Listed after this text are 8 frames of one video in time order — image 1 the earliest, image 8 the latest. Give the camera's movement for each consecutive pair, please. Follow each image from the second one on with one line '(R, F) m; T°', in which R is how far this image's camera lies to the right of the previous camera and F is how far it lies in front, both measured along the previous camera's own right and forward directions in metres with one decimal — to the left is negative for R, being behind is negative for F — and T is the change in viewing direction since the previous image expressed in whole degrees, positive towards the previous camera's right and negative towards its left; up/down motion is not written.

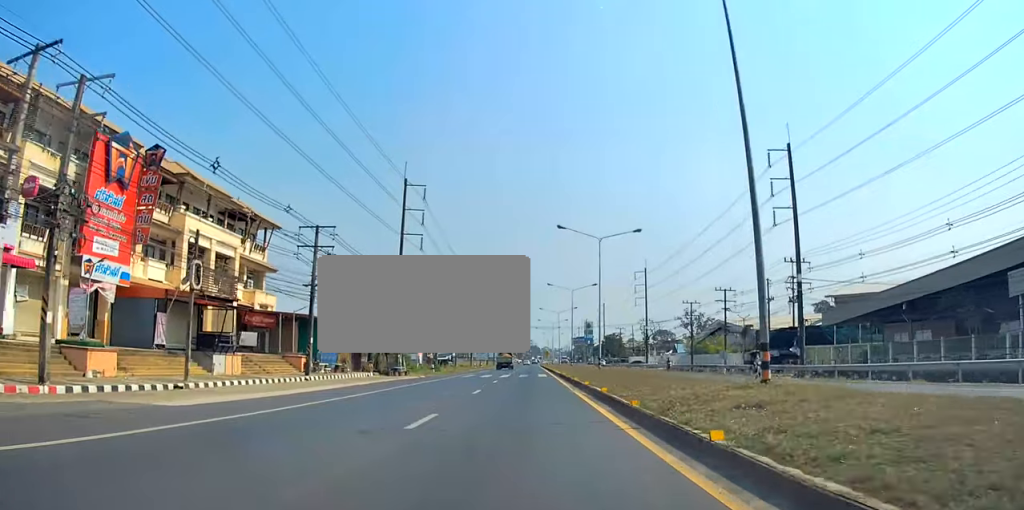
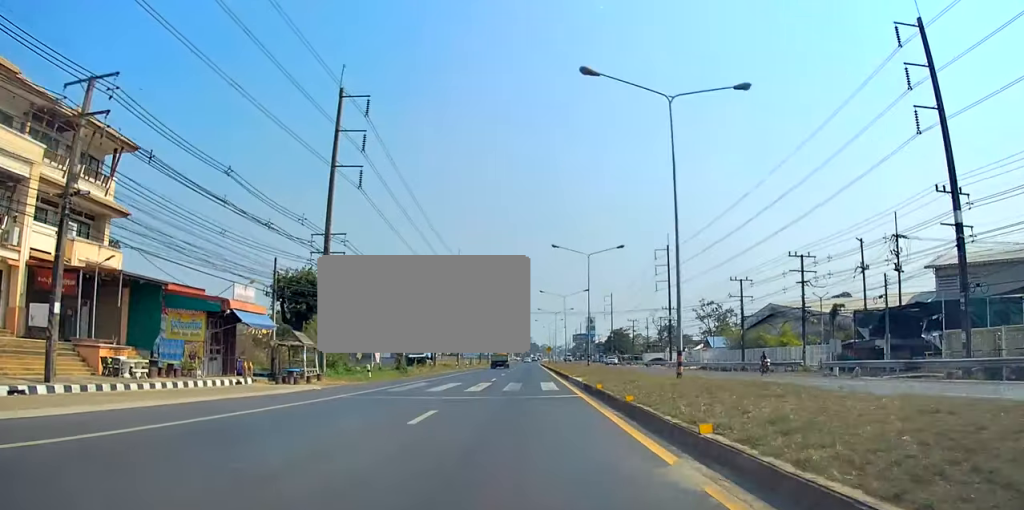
(0.0, +24.0) m; 0°
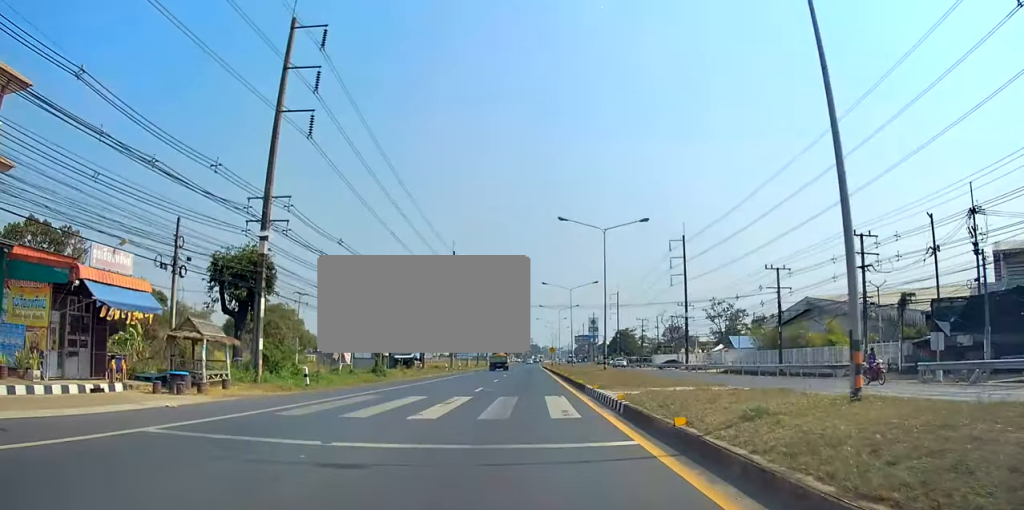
(0.0, +10.4) m; 0°
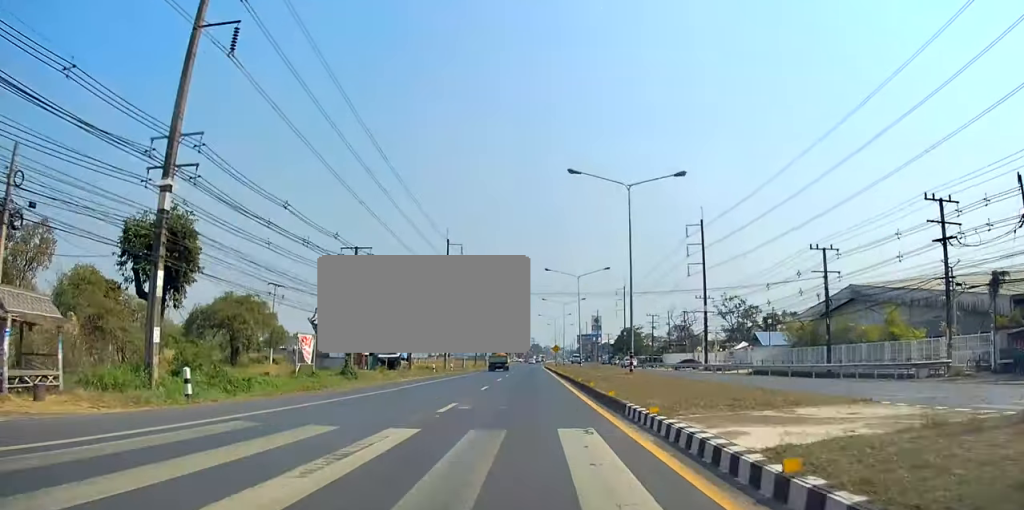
(0.0, +10.0) m; 0°
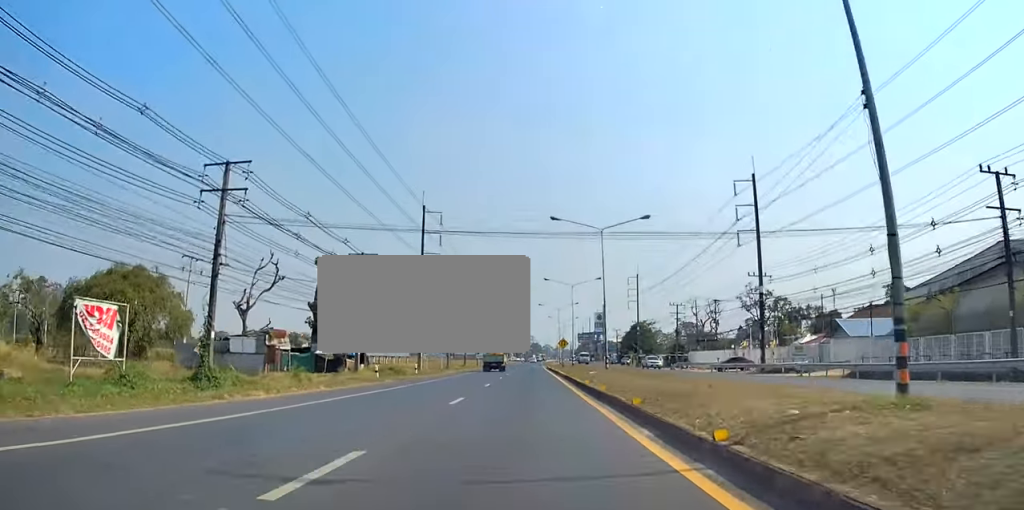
(0.0, +22.2) m; 0°
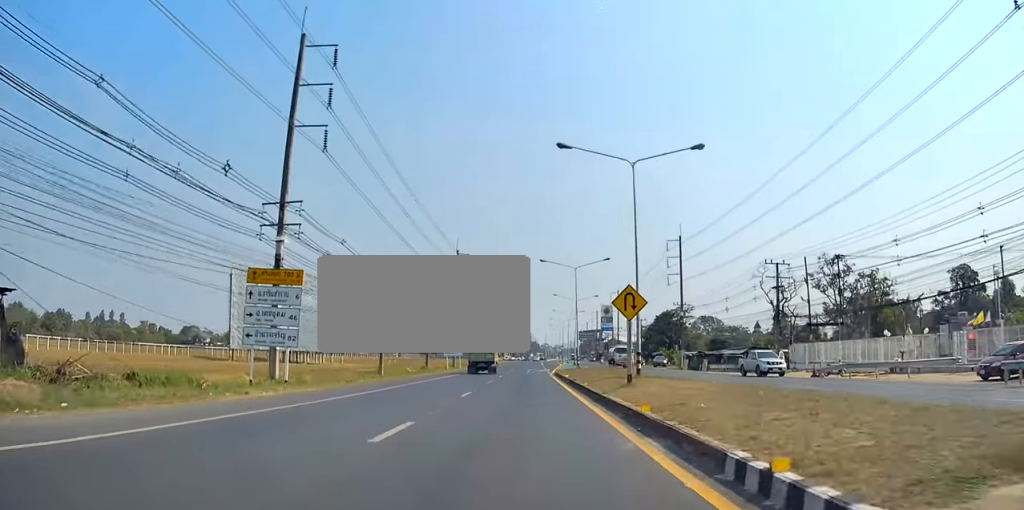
(-0.1, +44.0) m; -1°
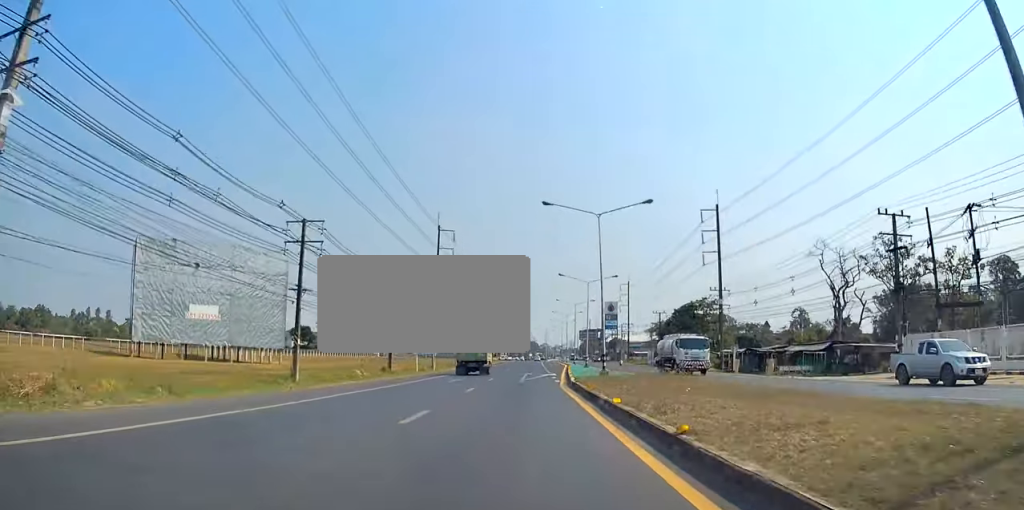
(-0.2, +20.8) m; -1°
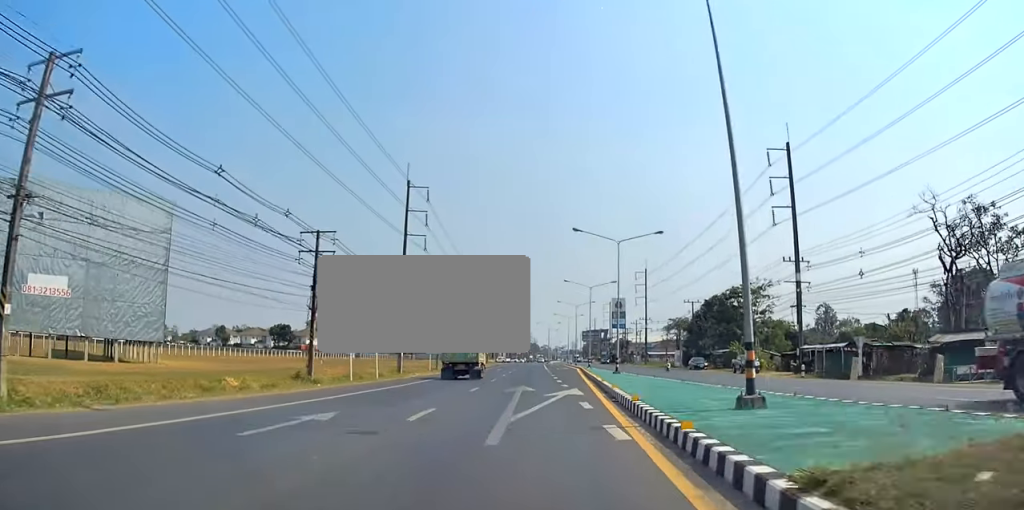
(0.0, +23.1) m; +1°
